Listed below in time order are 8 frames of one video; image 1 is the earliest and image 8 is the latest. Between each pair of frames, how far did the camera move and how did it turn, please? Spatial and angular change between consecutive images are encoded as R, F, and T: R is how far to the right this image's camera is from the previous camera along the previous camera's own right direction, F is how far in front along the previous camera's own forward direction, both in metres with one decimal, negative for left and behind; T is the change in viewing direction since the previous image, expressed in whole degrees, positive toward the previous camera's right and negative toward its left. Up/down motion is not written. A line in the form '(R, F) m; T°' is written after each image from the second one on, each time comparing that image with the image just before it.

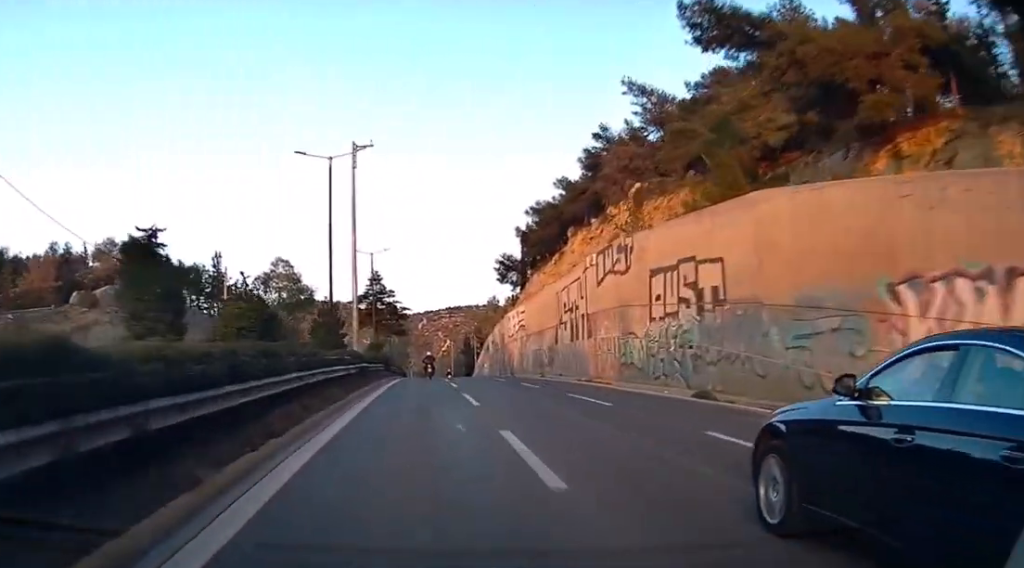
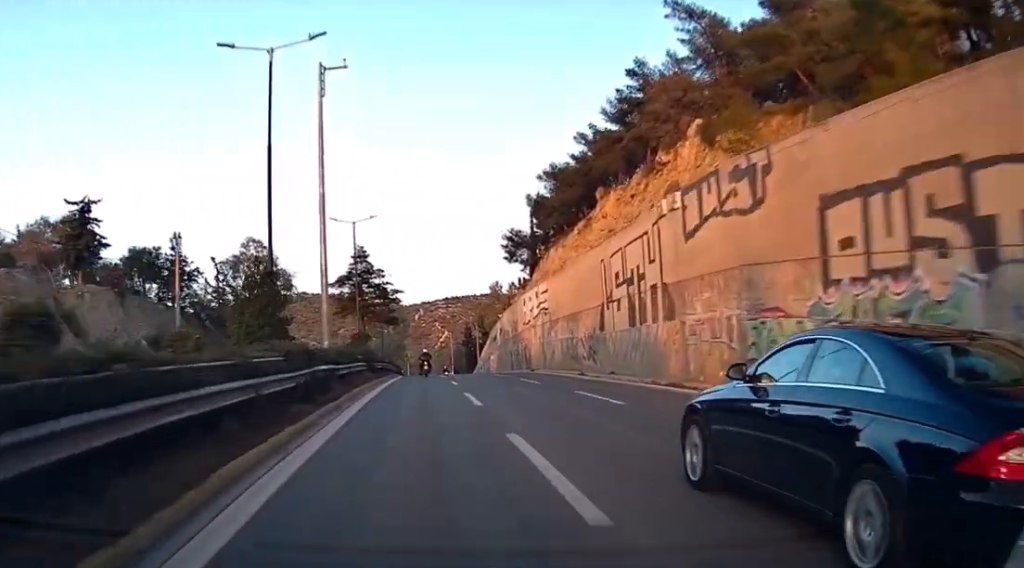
(-0.1, +12.7) m; 0°
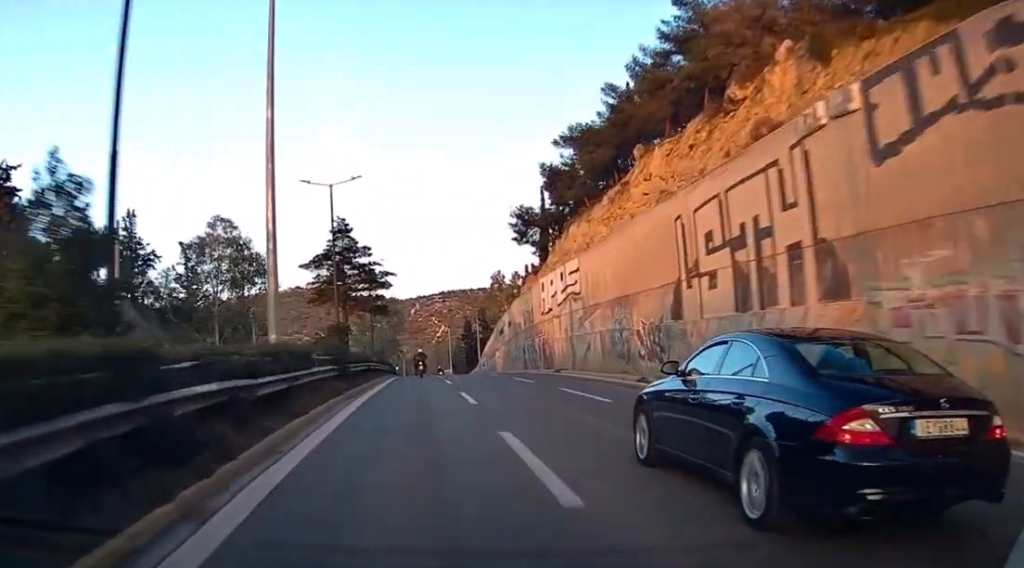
(-0.1, +11.7) m; 0°
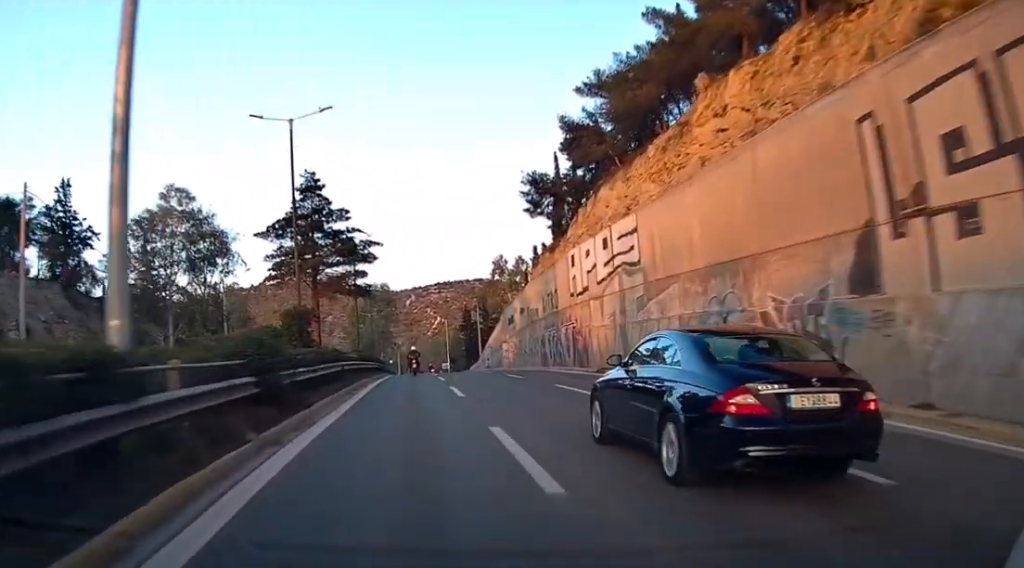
(0.0, +11.7) m; 0°
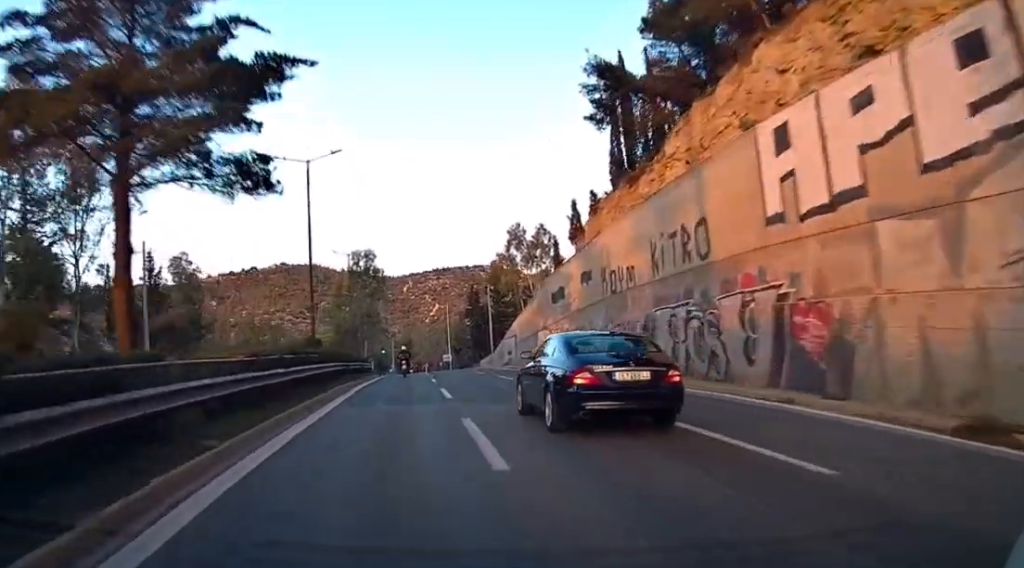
(0.0, +24.6) m; 0°
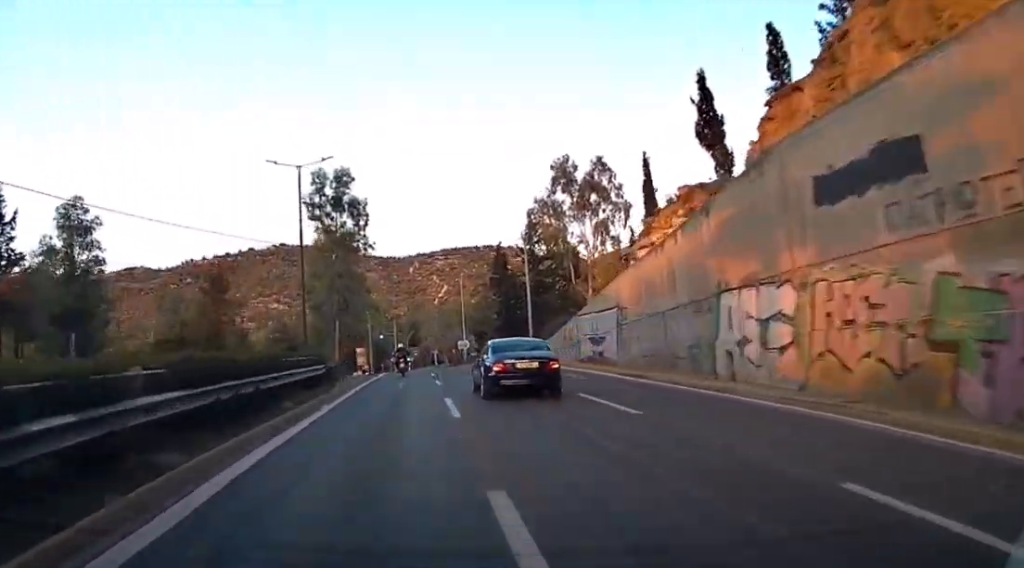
(+0.2, +31.2) m; 0°
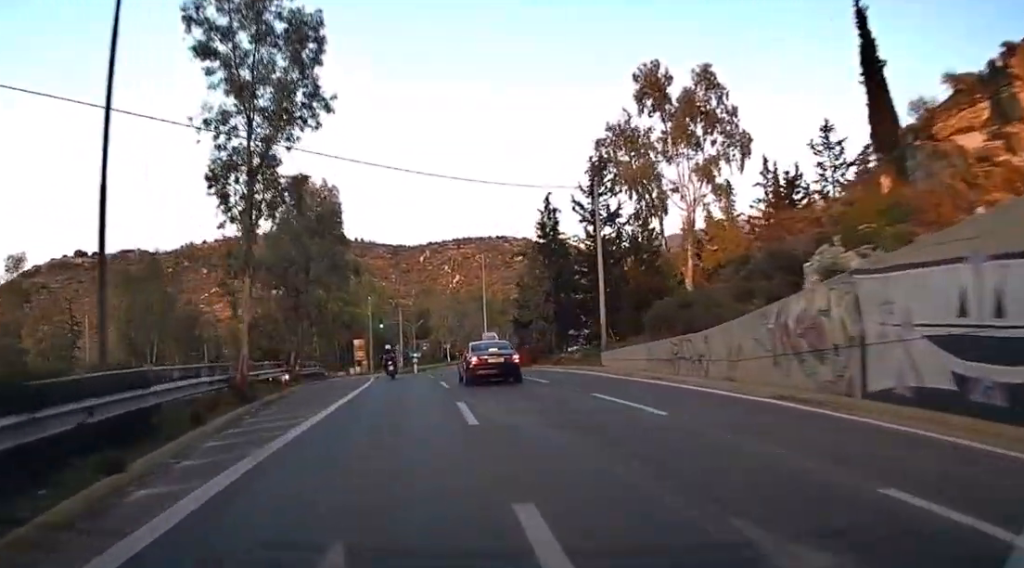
(-0.1, +25.3) m; 0°
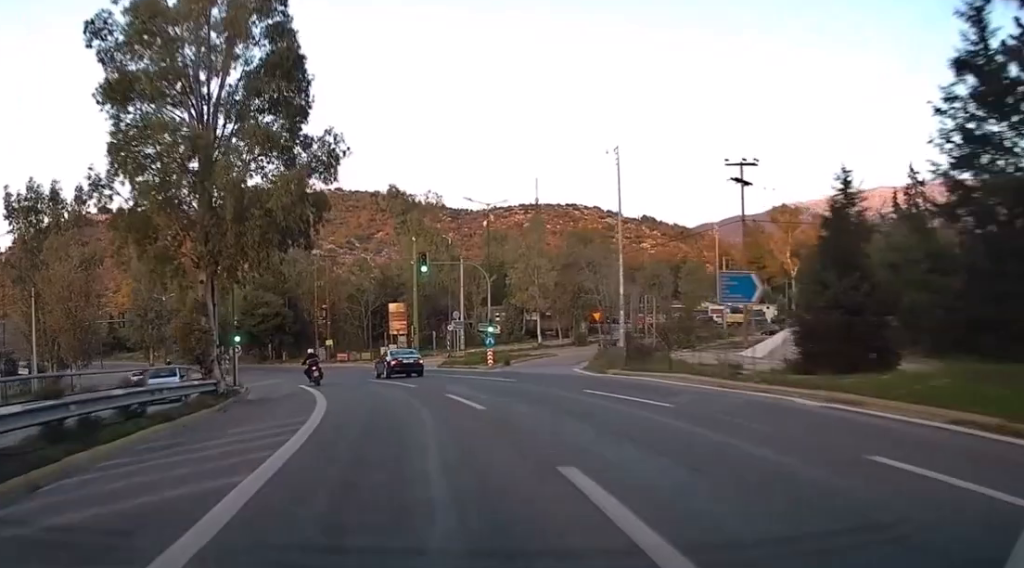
(-0.4, +45.8) m; -3°
